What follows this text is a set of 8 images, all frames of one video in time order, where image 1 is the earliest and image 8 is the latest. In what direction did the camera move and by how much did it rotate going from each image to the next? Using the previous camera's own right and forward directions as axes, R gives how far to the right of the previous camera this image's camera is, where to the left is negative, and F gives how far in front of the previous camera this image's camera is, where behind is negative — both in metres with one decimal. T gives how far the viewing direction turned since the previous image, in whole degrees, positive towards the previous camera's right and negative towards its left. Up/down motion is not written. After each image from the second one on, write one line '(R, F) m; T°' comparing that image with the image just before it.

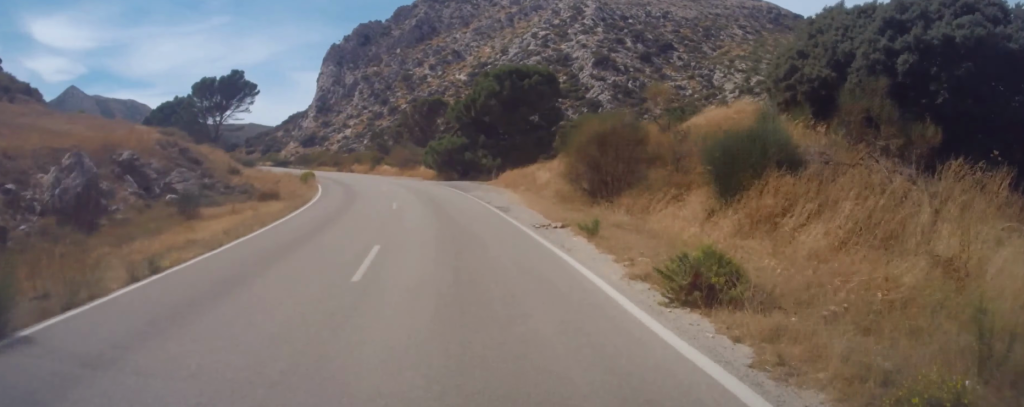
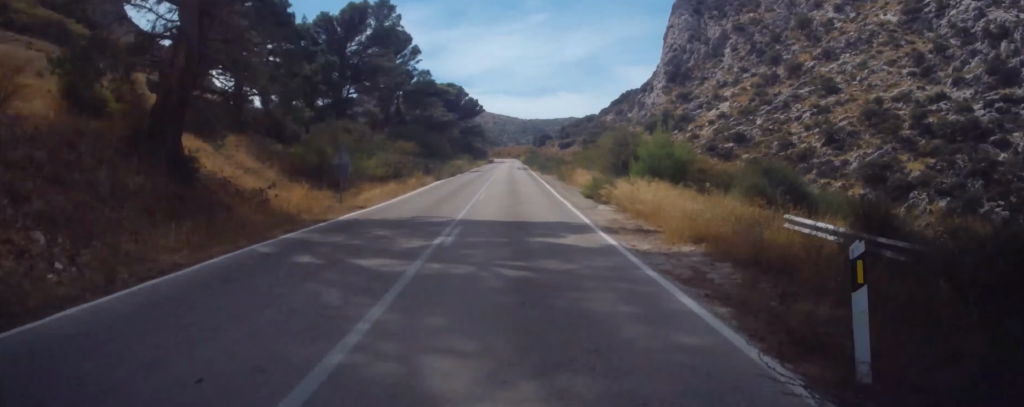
(-22.0, +157.2) m; -11°
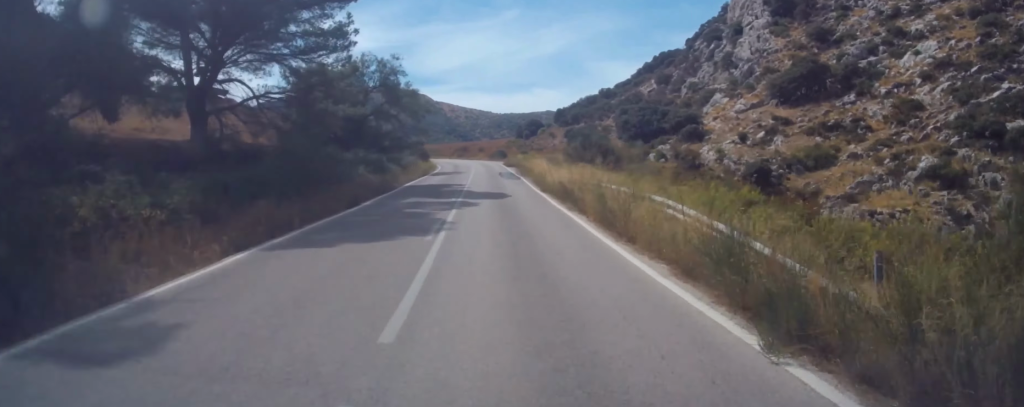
(-5.6, +129.0) m; -7°
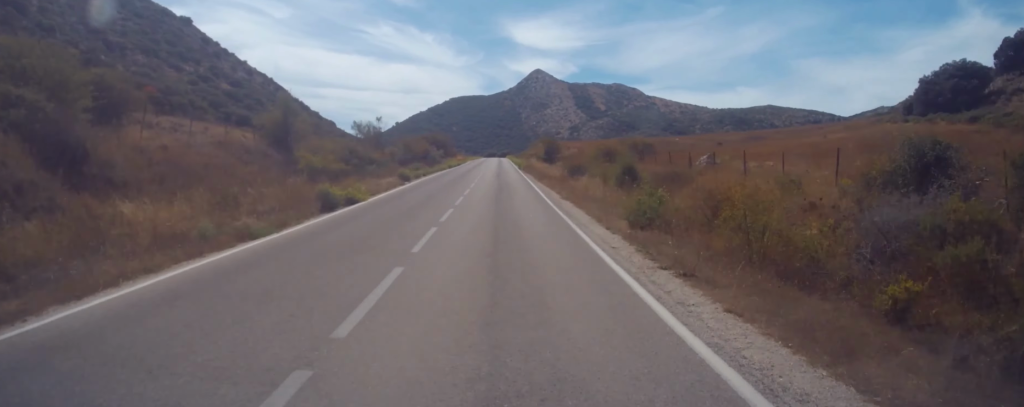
(-19.0, +193.9) m; -9°
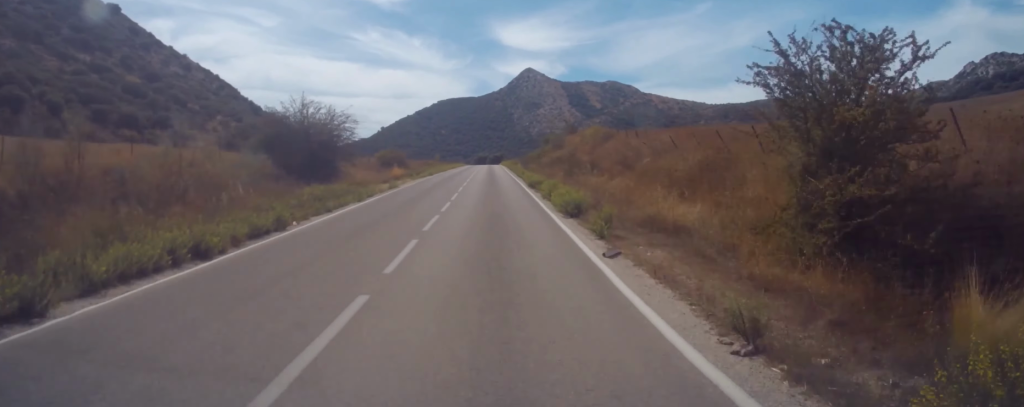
(-1.2, +78.0) m; -1°
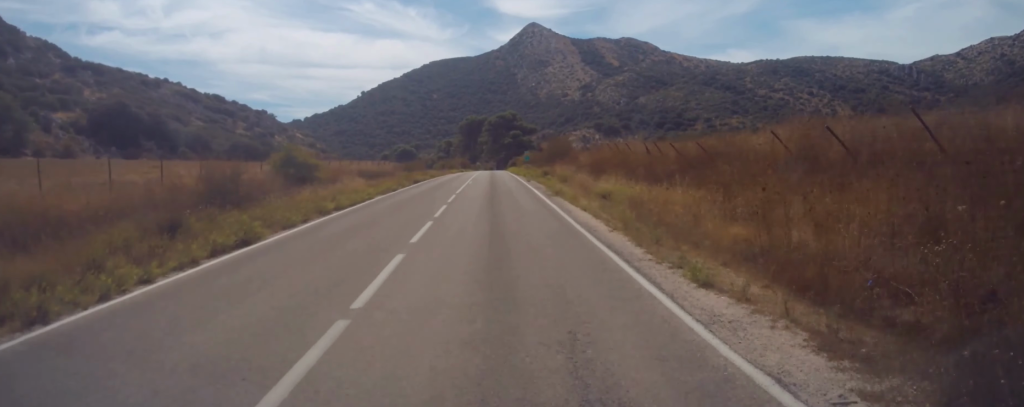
(-0.7, +203.2) m; 0°
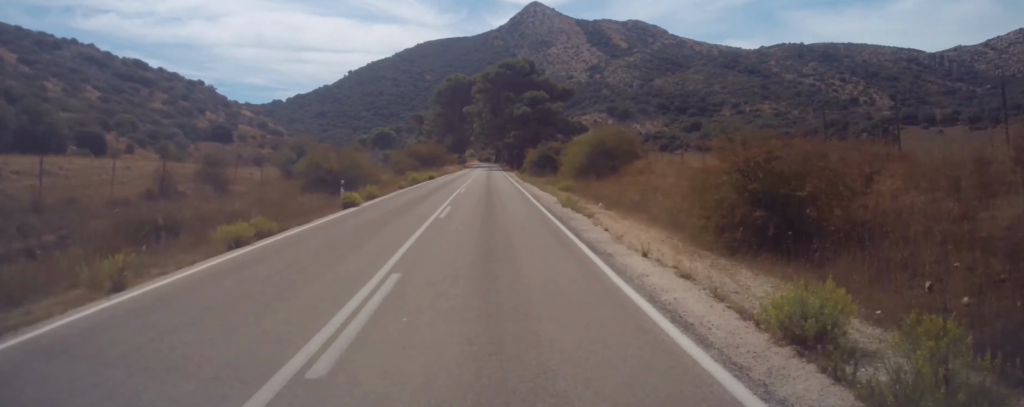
(+0.1, +87.4) m; -2°
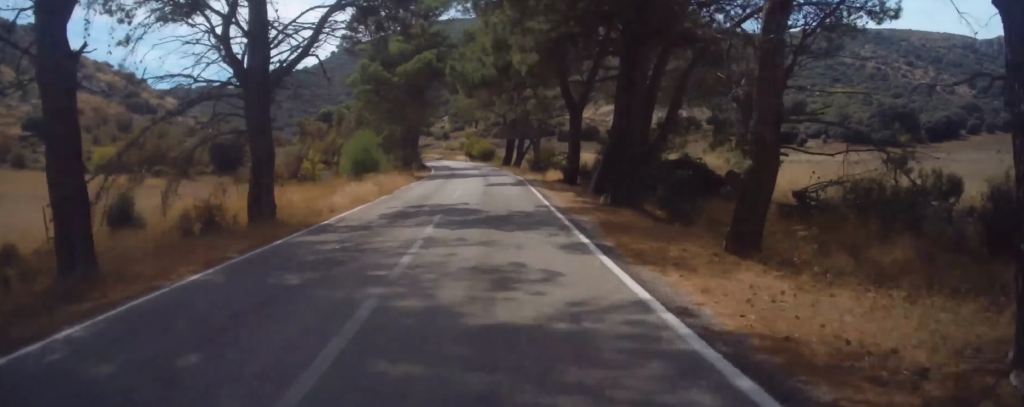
(-2.0, +127.9) m; -5°
